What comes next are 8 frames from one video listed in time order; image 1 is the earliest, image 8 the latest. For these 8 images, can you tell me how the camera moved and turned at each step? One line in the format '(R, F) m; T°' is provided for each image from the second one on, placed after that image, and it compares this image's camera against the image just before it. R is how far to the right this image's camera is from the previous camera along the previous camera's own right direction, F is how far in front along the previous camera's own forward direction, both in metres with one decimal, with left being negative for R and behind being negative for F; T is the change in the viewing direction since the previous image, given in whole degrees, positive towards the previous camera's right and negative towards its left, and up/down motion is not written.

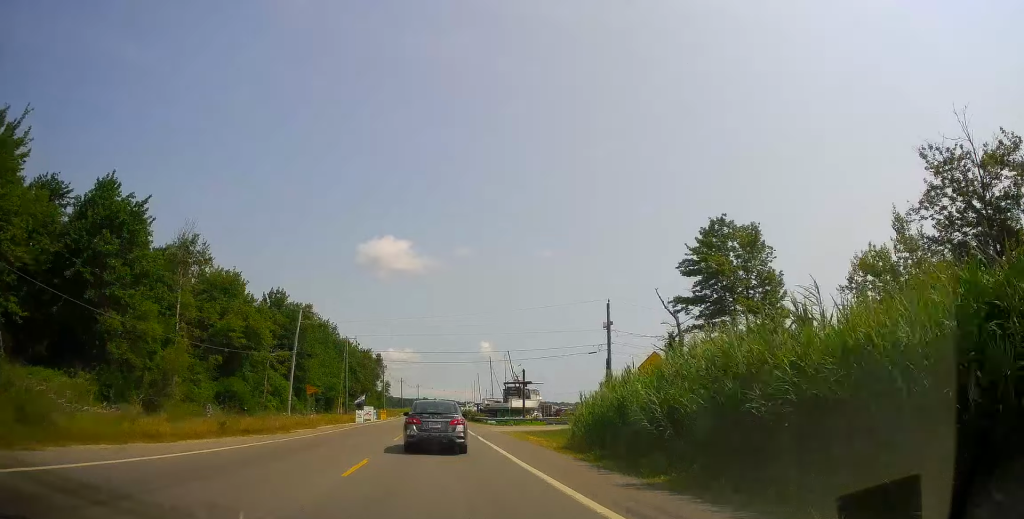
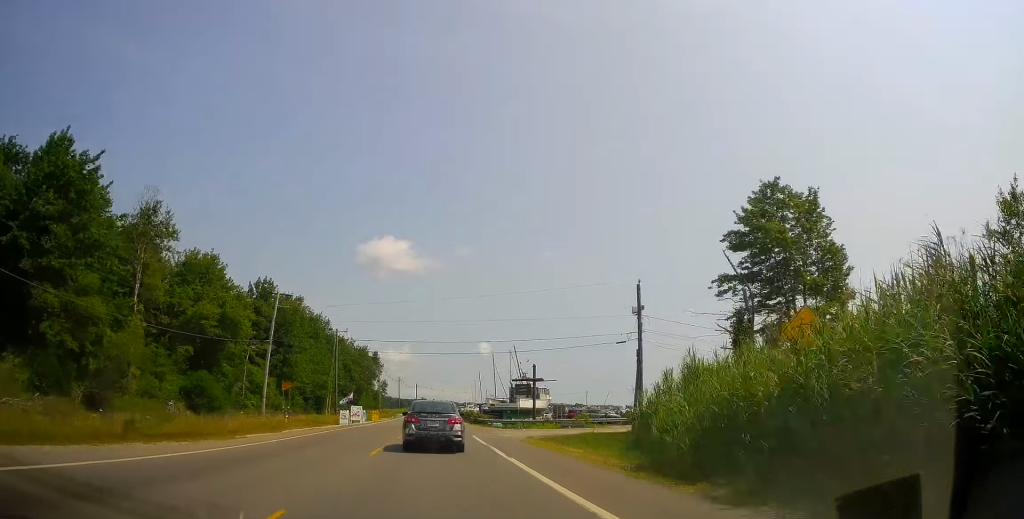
(+0.1, +7.7) m; 0°
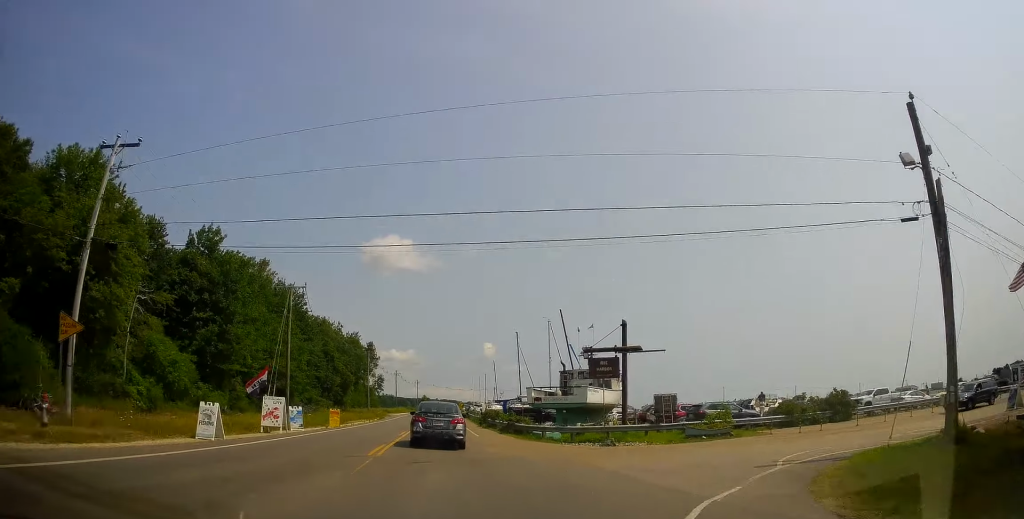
(-0.2, +26.6) m; 0°
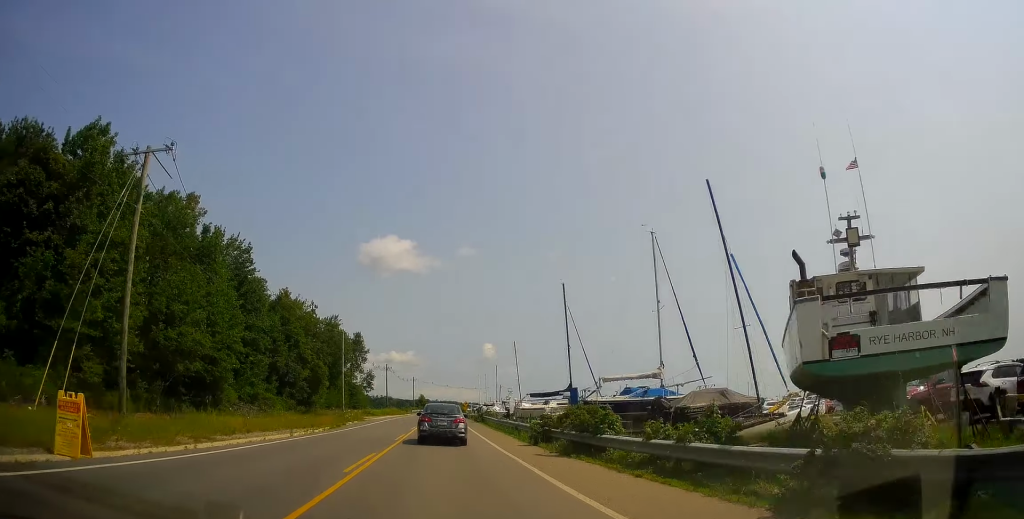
(+0.1, +28.1) m; 0°
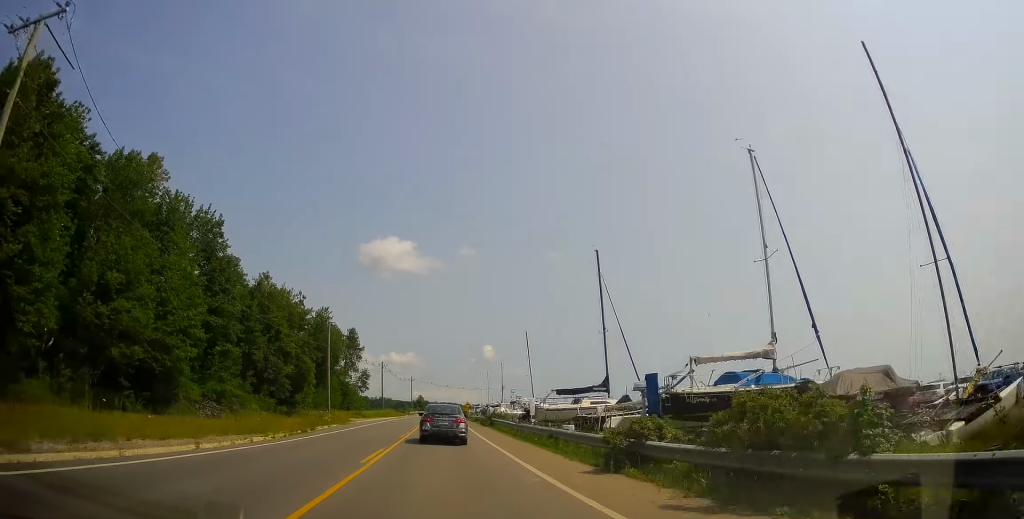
(-0.1, +10.1) m; 0°
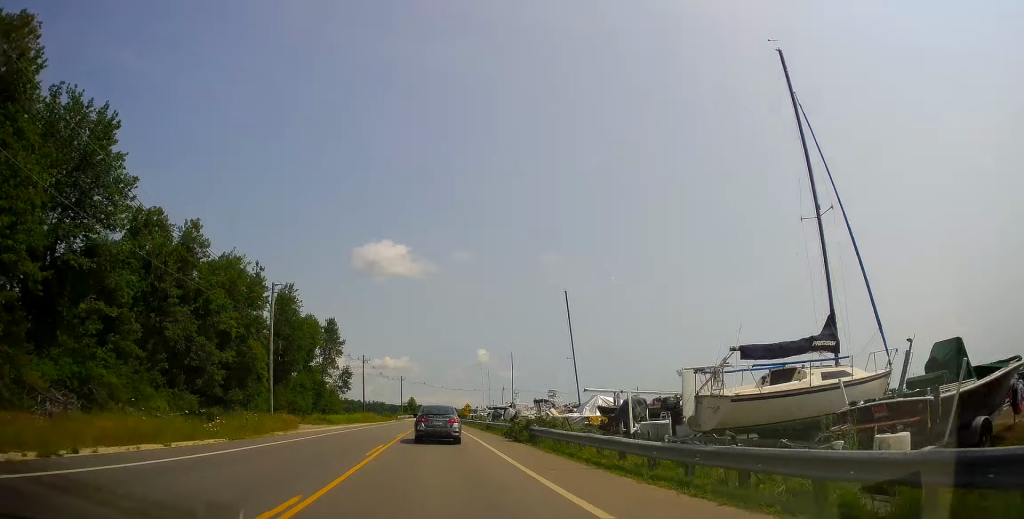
(+0.1, +22.5) m; 0°
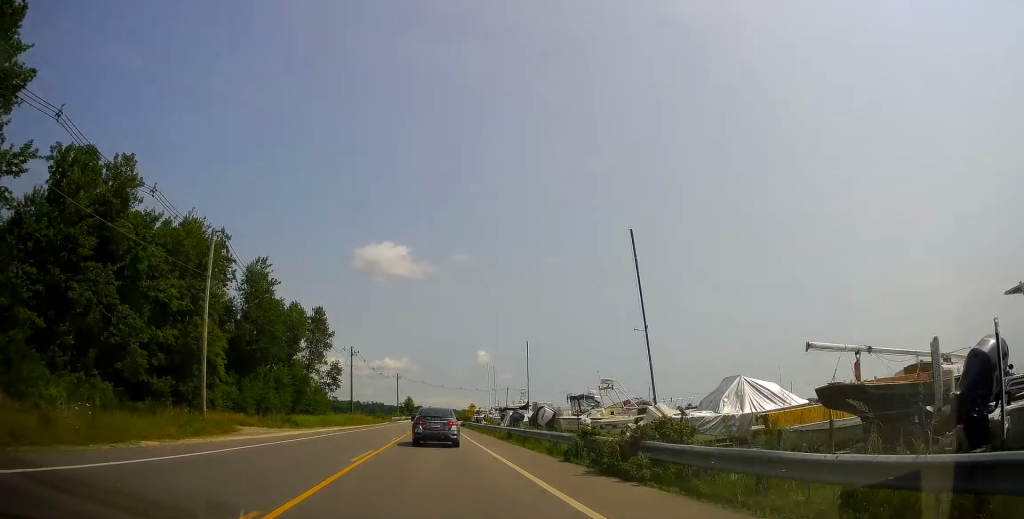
(-0.1, +14.2) m; 0°
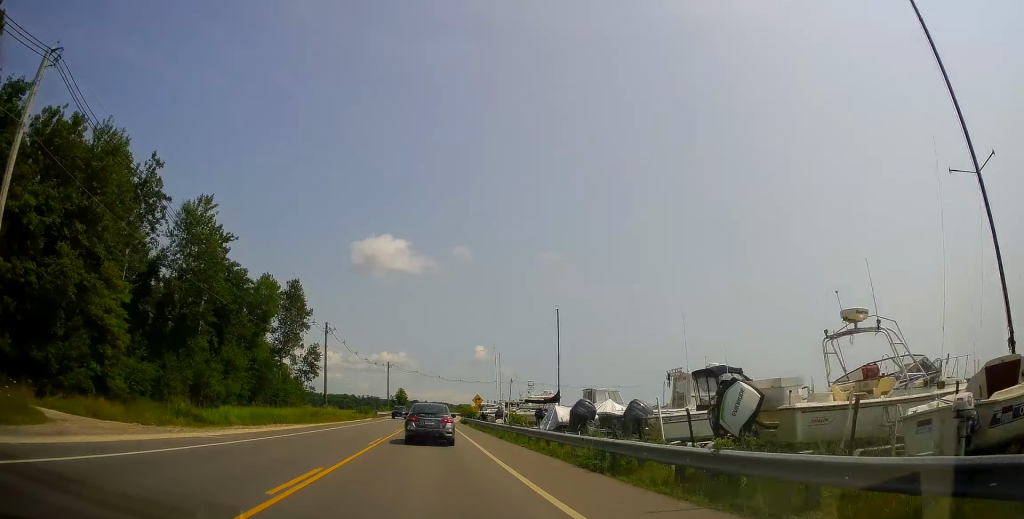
(0.0, +18.5) m; 0°
